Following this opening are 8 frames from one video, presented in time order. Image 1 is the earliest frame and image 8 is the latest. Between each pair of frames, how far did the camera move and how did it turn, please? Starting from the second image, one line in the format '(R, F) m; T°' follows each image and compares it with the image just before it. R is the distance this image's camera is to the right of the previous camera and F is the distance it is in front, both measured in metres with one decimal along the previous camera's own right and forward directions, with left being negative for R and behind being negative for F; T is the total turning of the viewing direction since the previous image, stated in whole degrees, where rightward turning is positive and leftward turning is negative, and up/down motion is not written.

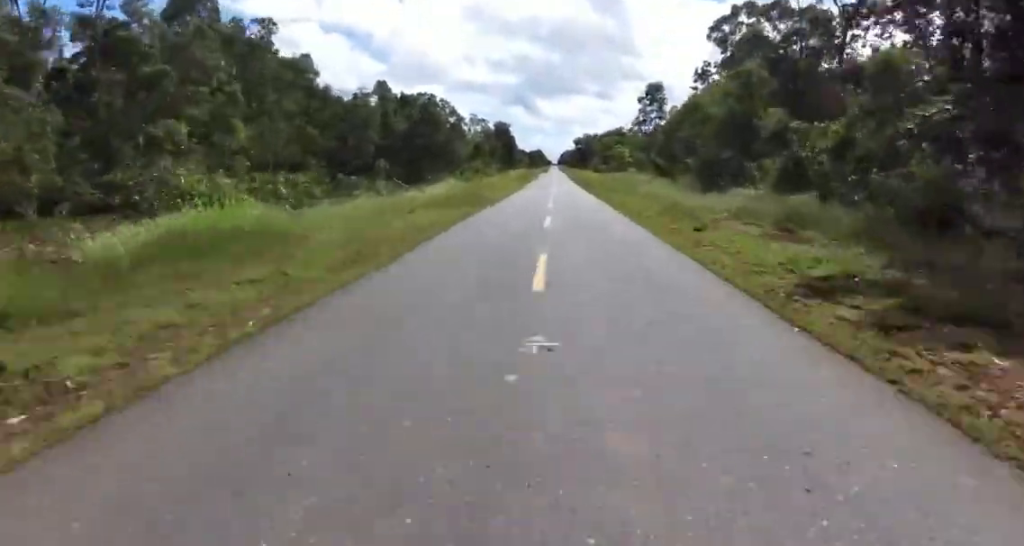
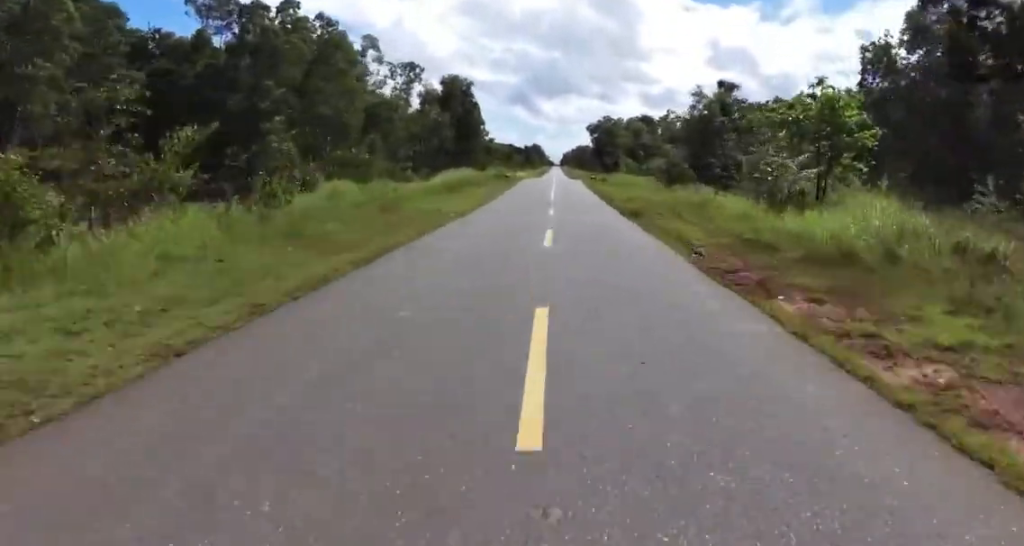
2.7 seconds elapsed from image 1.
(+3.1, +69.1) m; +2°
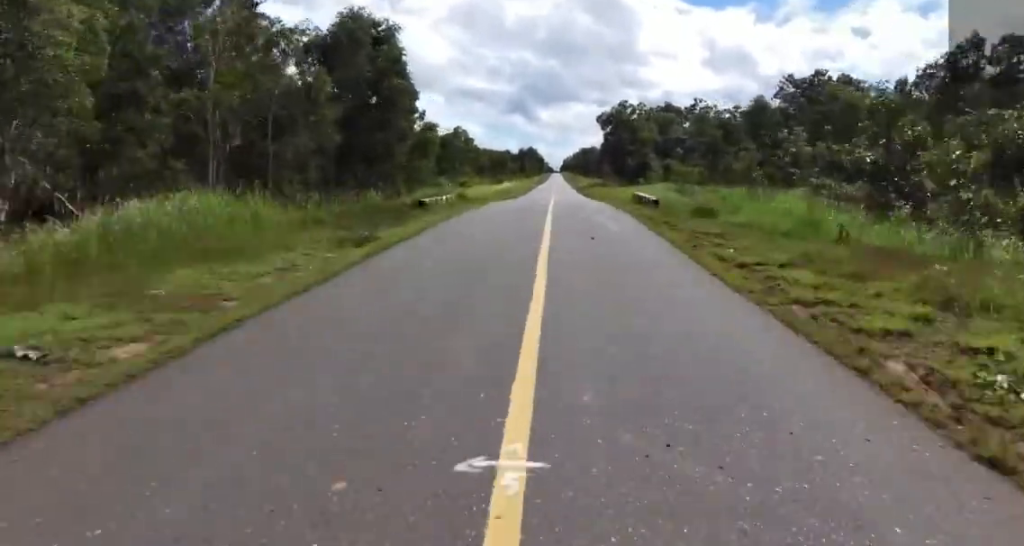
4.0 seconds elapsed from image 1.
(-1.5, +34.0) m; -2°
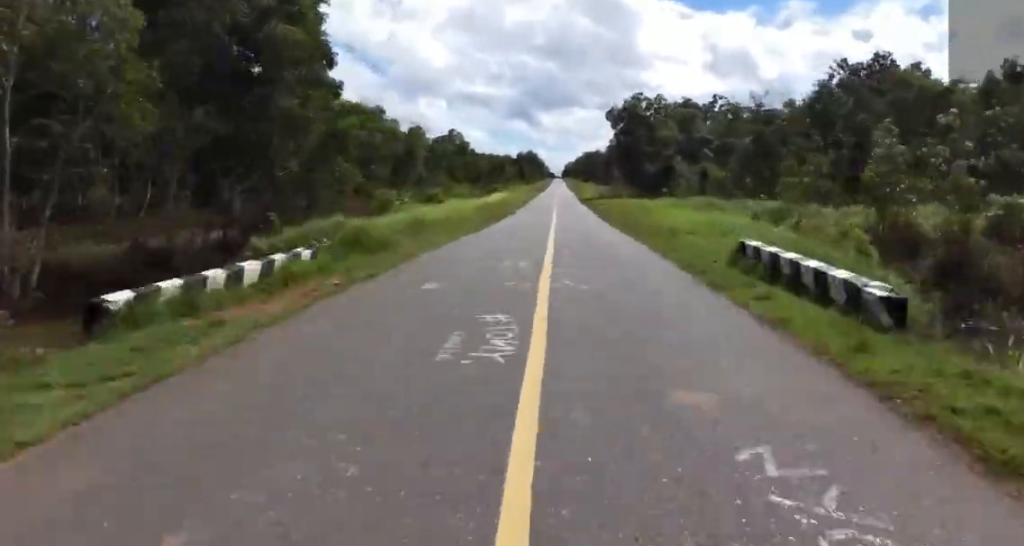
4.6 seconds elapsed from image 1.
(0.0, +14.1) m; 0°
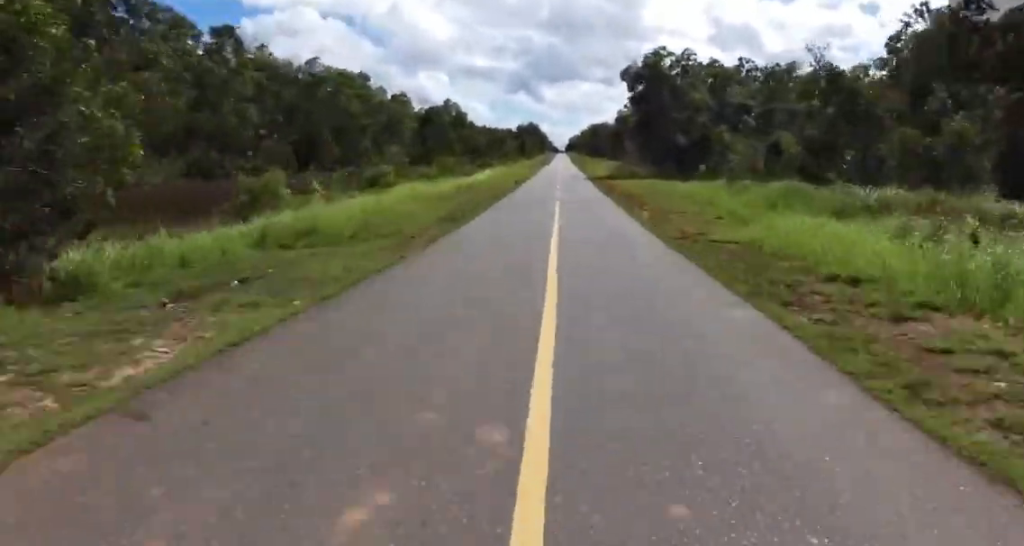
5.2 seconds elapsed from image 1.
(+0.1, +13.7) m; 0°
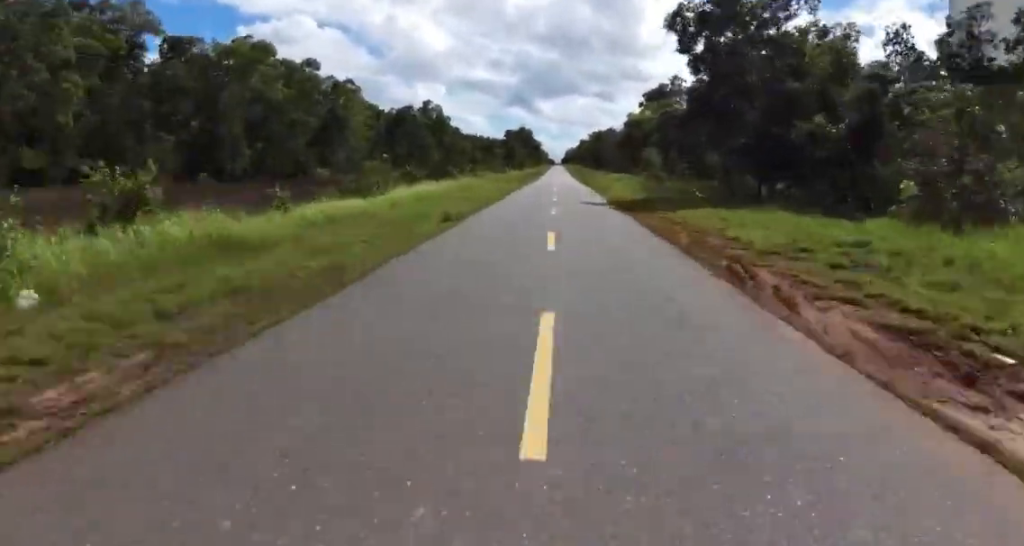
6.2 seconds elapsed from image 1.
(-0.1, +25.7) m; 0°
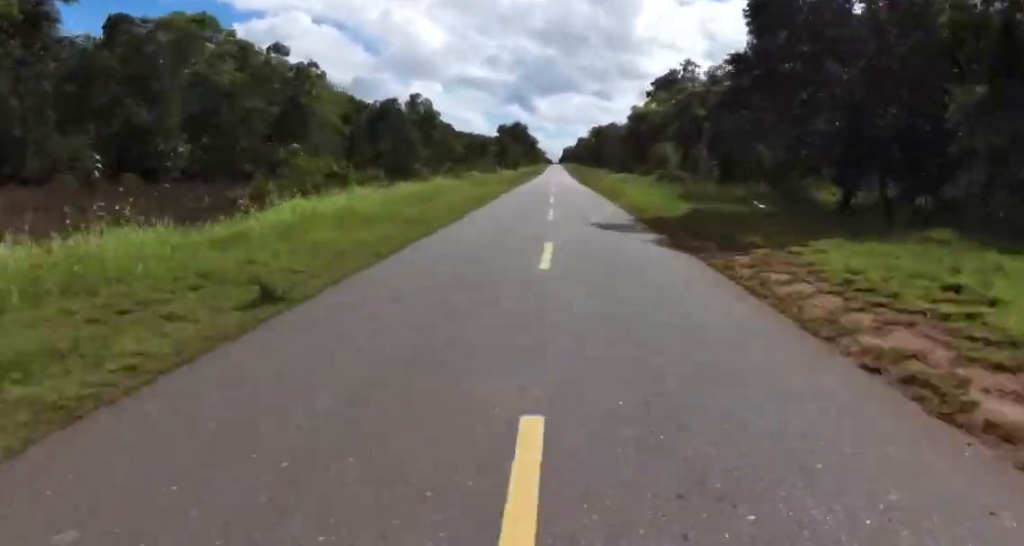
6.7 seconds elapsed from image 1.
(0.0, +10.5) m; 0°
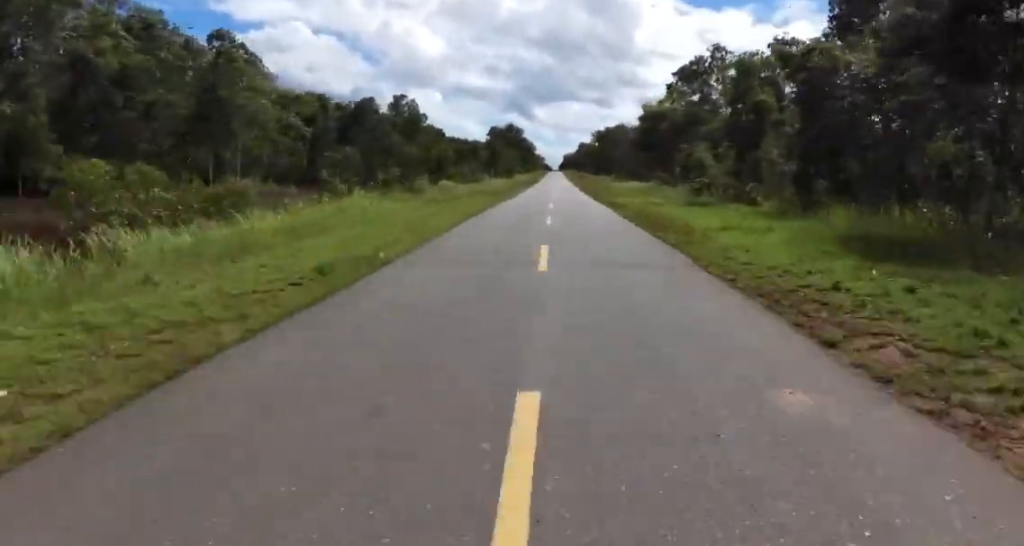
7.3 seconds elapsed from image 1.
(0.0, +15.3) m; 0°
